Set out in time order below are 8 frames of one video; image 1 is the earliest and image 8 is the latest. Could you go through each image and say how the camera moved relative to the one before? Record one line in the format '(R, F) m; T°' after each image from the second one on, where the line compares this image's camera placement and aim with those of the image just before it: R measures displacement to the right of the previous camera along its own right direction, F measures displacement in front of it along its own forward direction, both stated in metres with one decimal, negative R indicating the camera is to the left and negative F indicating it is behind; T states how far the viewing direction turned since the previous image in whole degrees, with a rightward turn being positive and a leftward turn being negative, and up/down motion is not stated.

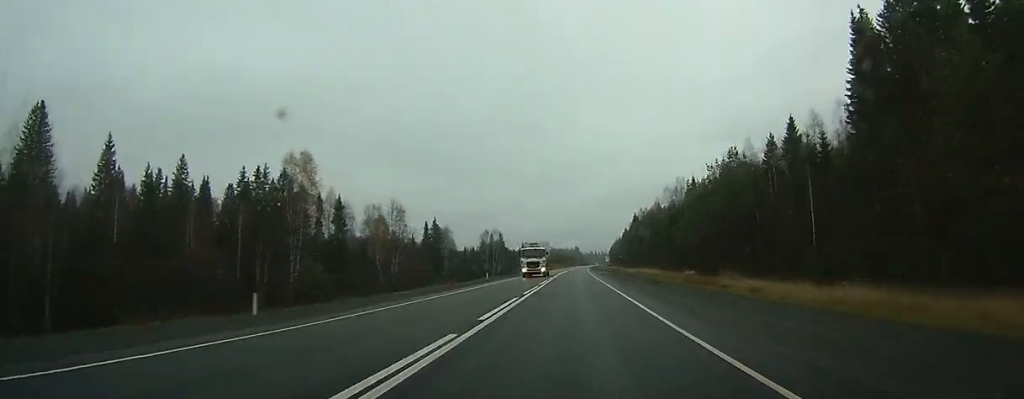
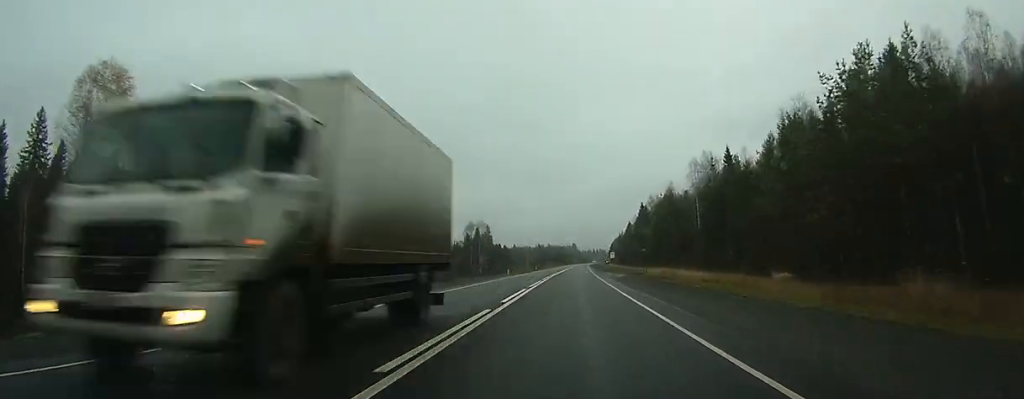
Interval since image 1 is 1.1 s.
(+0.1, +30.9) m; 0°
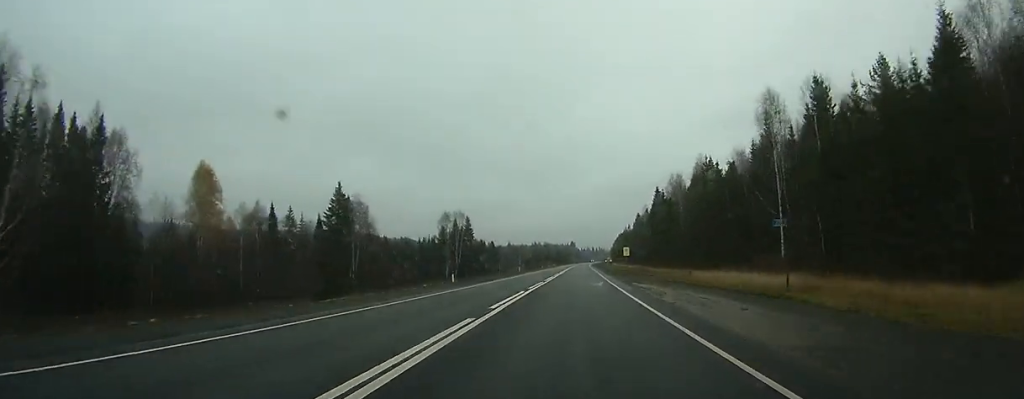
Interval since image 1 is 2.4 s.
(+0.1, +38.5) m; 0°
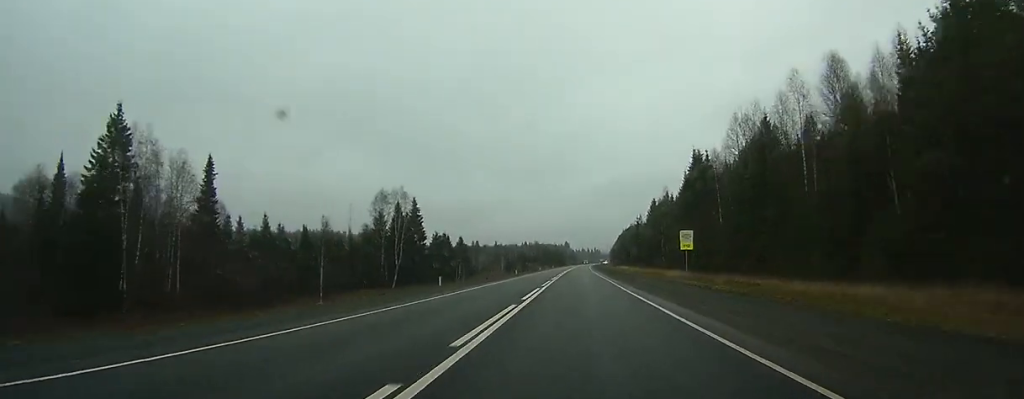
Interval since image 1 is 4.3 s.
(+0.1, +55.3) m; 0°
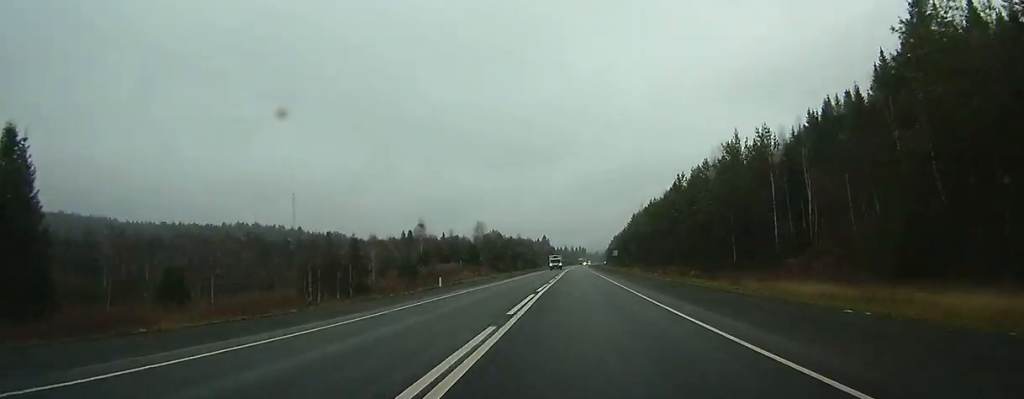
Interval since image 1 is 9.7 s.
(+2.8, +150.1) m; +2°
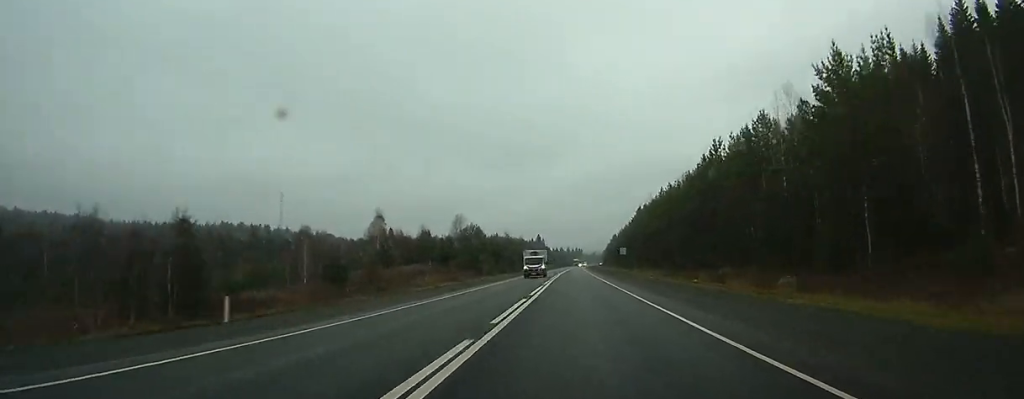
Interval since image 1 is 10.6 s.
(+0.2, +26.0) m; 0°
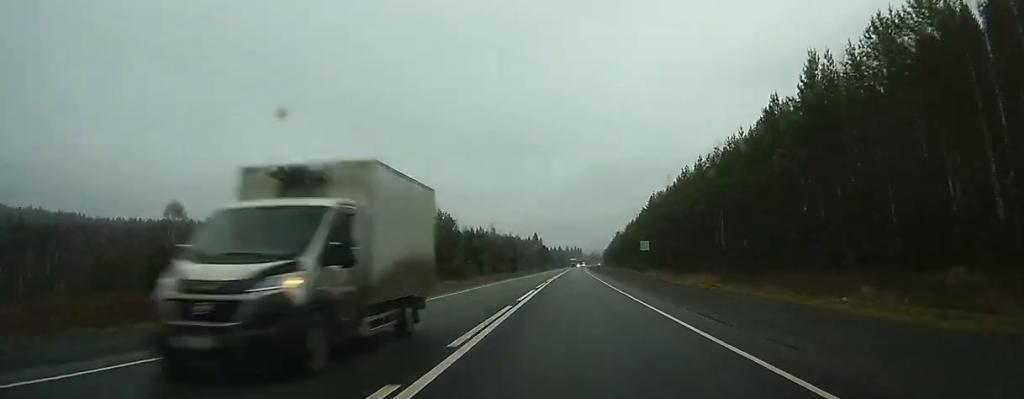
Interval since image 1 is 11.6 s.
(+0.1, +27.9) m; 0°
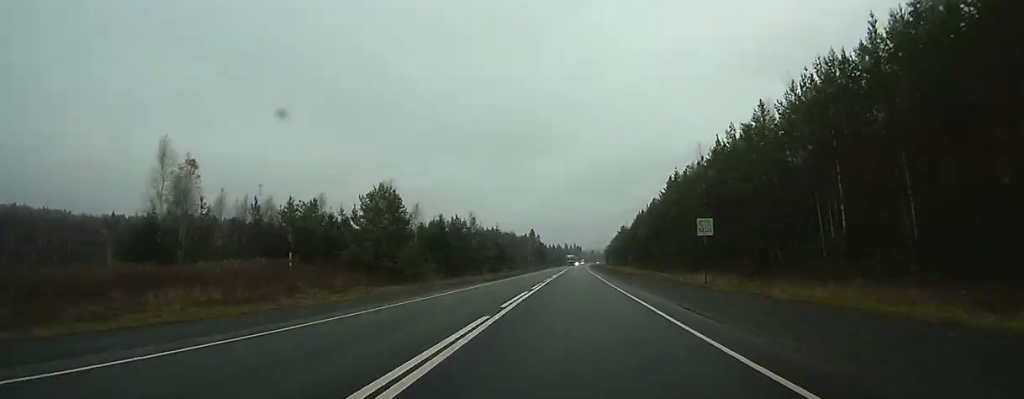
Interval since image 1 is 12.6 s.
(+0.1, +27.9) m; 0°
